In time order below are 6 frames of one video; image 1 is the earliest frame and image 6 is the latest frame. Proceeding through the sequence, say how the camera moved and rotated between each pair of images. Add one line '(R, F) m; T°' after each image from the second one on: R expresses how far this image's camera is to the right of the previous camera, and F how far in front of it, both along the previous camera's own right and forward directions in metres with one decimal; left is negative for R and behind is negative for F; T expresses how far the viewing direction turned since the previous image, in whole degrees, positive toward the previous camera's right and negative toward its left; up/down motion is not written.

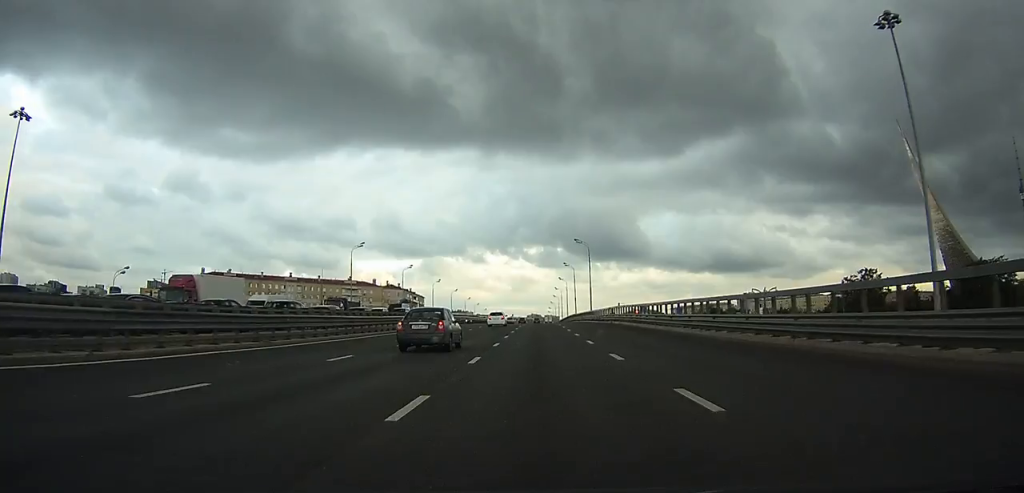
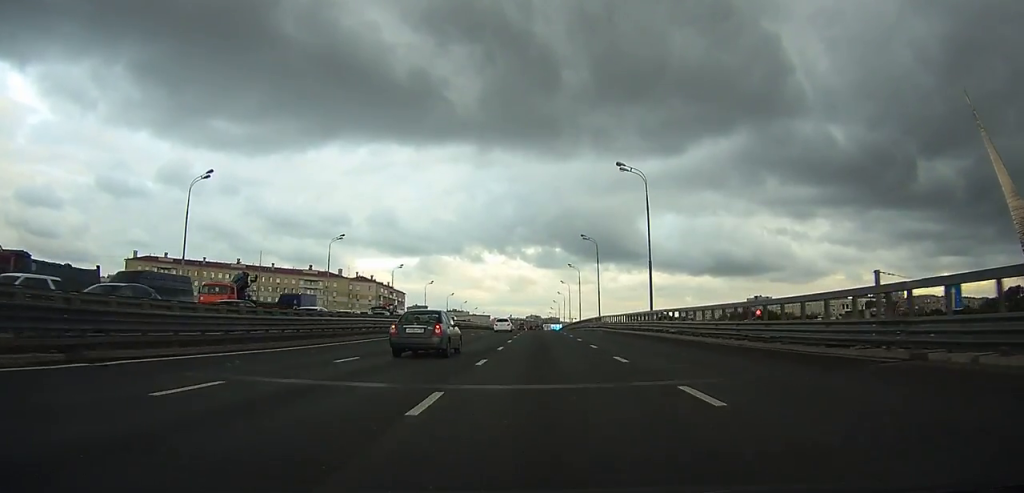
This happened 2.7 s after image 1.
(-0.1, +47.1) m; 0°
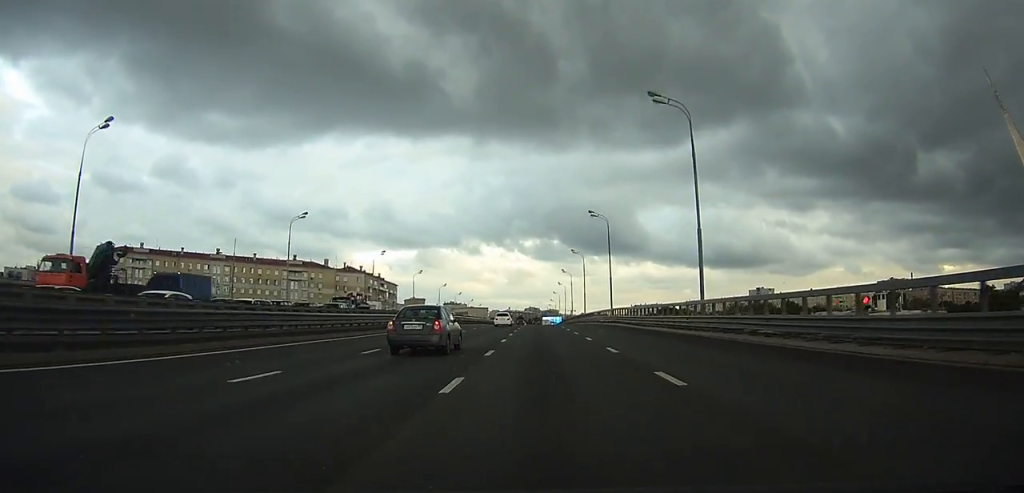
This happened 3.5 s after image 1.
(0.0, +13.5) m; 0°
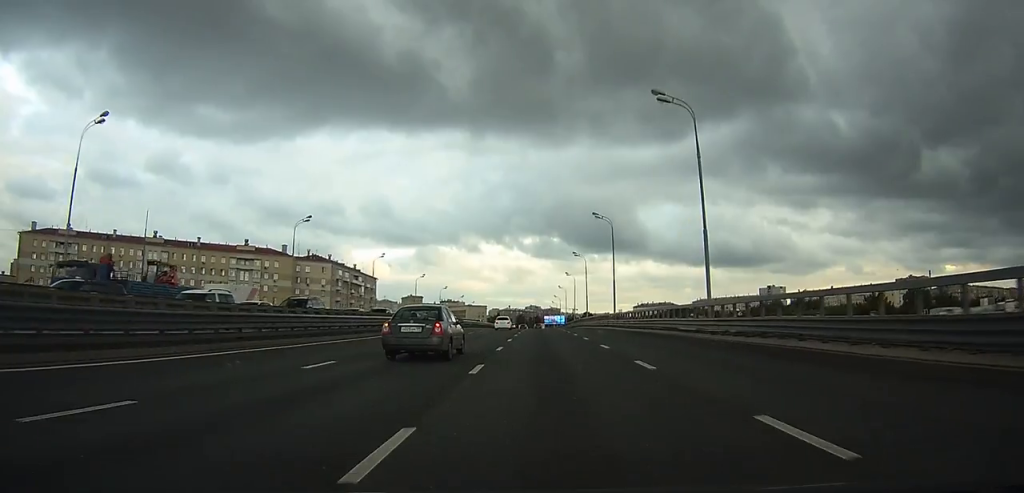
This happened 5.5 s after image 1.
(+0.1, +36.2) m; 0°
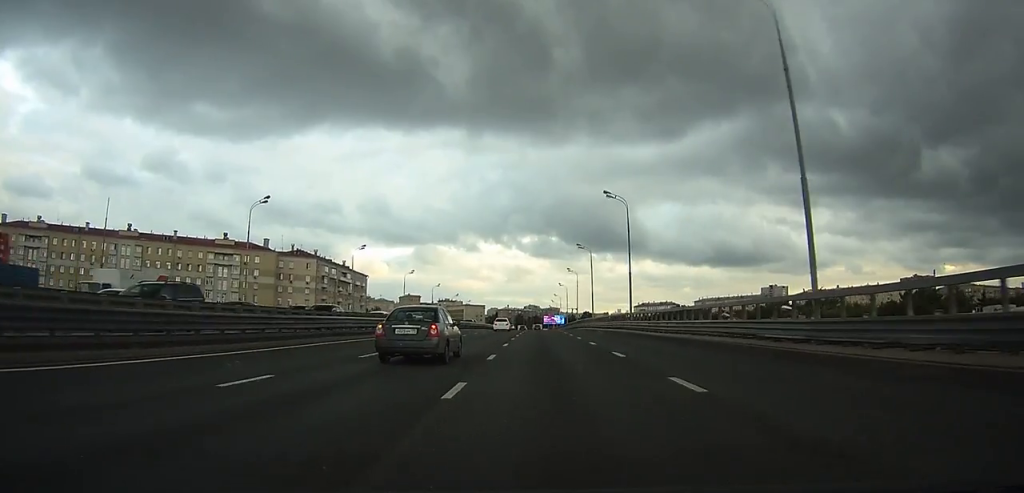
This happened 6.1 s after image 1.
(0.0, +11.4) m; 0°
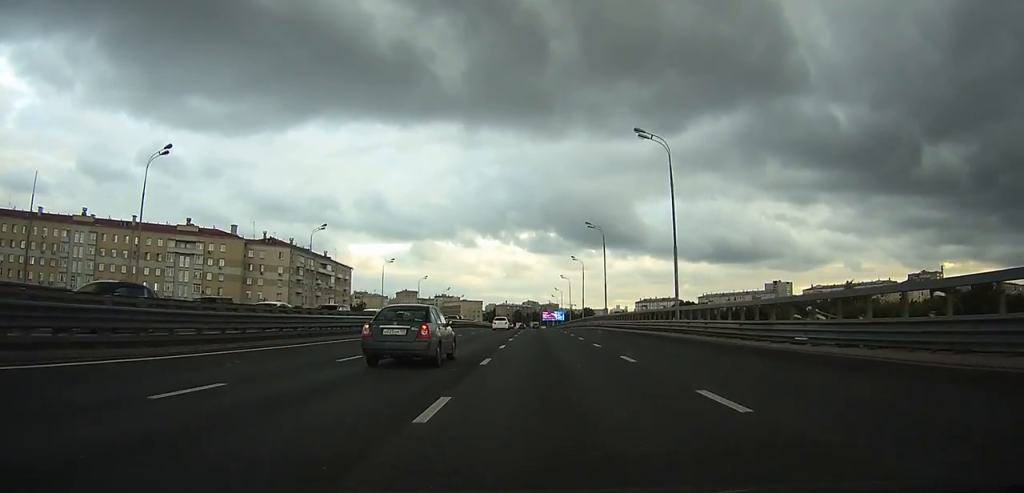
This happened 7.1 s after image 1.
(-0.1, +17.5) m; 0°
